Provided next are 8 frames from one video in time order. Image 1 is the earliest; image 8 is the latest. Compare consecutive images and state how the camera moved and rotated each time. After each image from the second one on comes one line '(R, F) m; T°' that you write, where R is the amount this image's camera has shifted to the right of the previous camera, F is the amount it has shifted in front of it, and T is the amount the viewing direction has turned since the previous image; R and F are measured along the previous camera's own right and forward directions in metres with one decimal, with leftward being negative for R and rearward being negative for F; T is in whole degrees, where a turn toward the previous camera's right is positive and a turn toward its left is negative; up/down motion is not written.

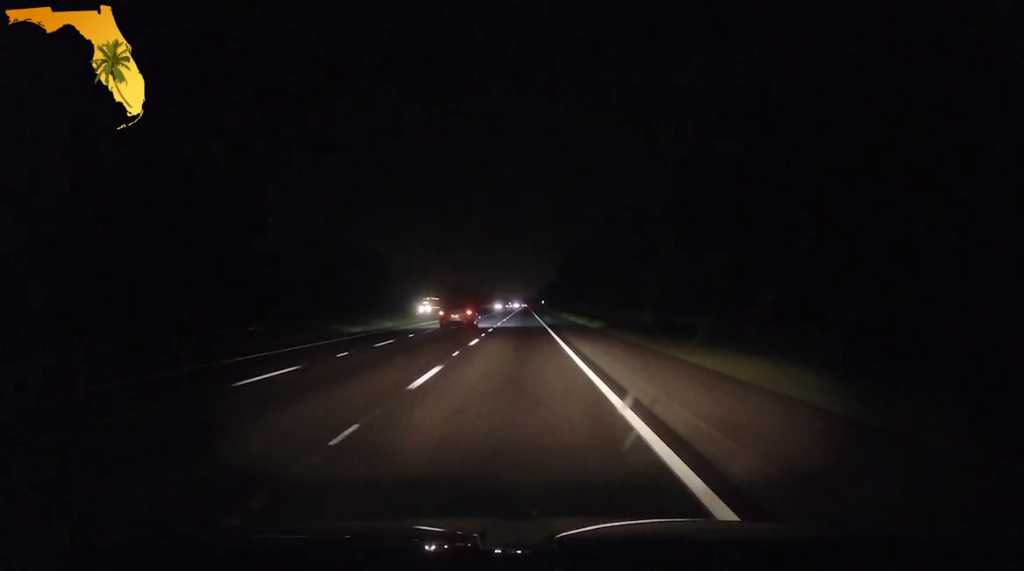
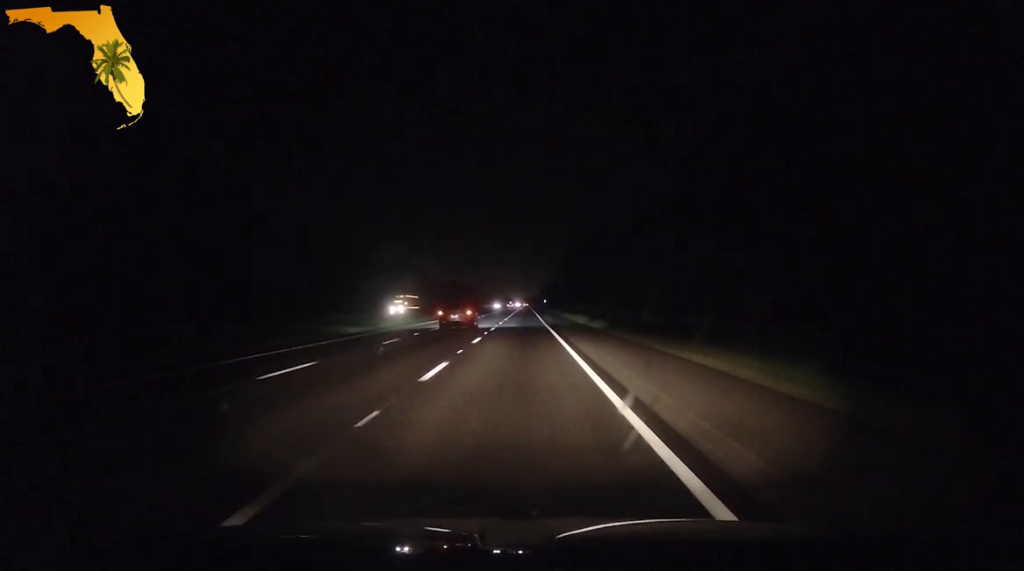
(0.0, +22.8) m; 0°
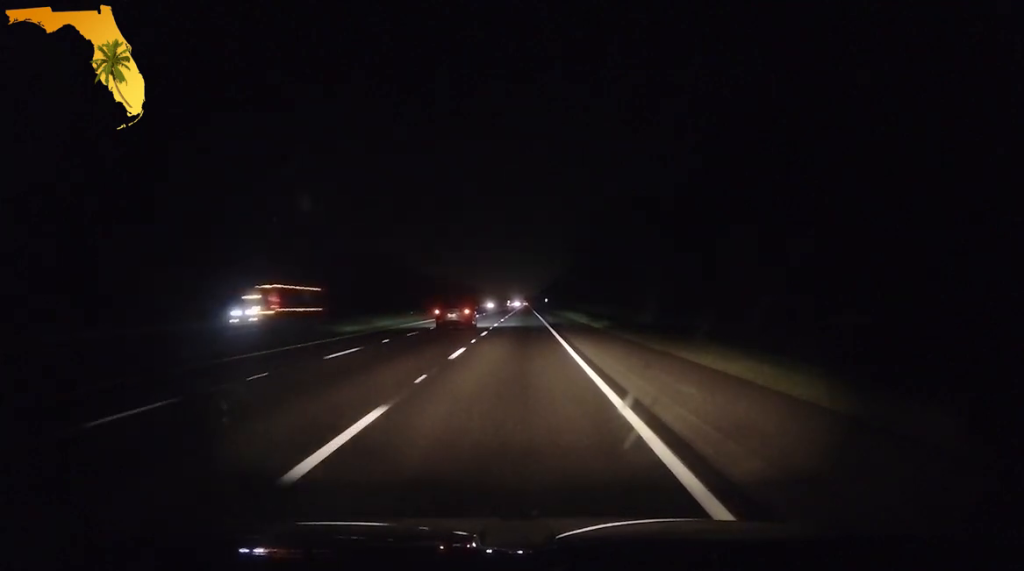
(-0.3, +42.9) m; 0°
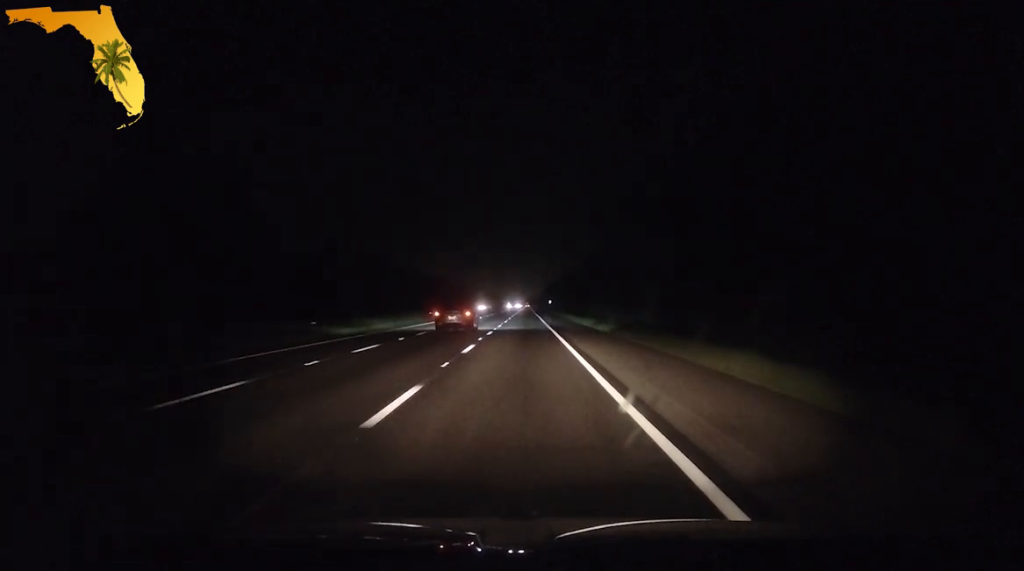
(+0.1, +45.1) m; 0°
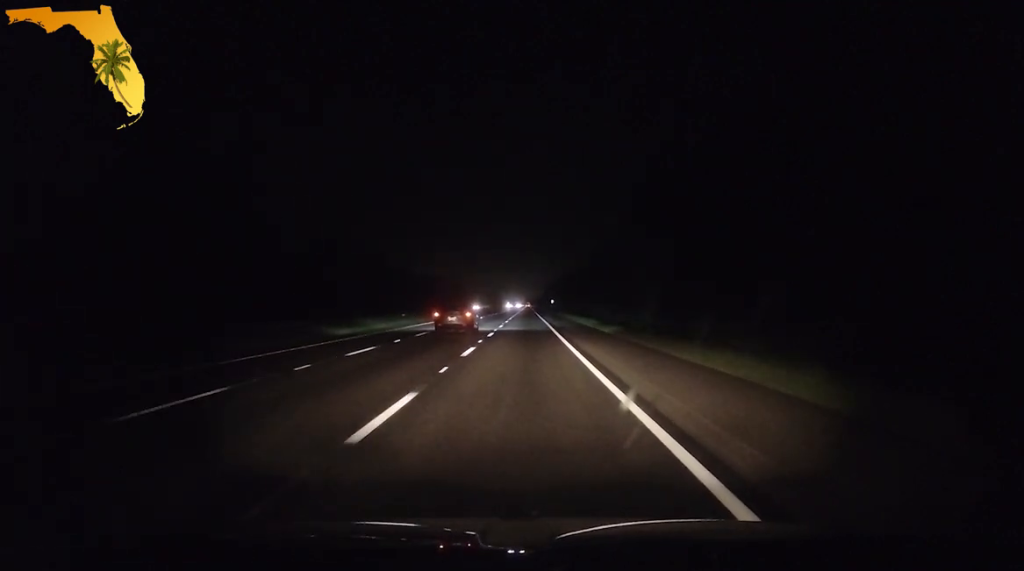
(0.0, +24.7) m; 0°
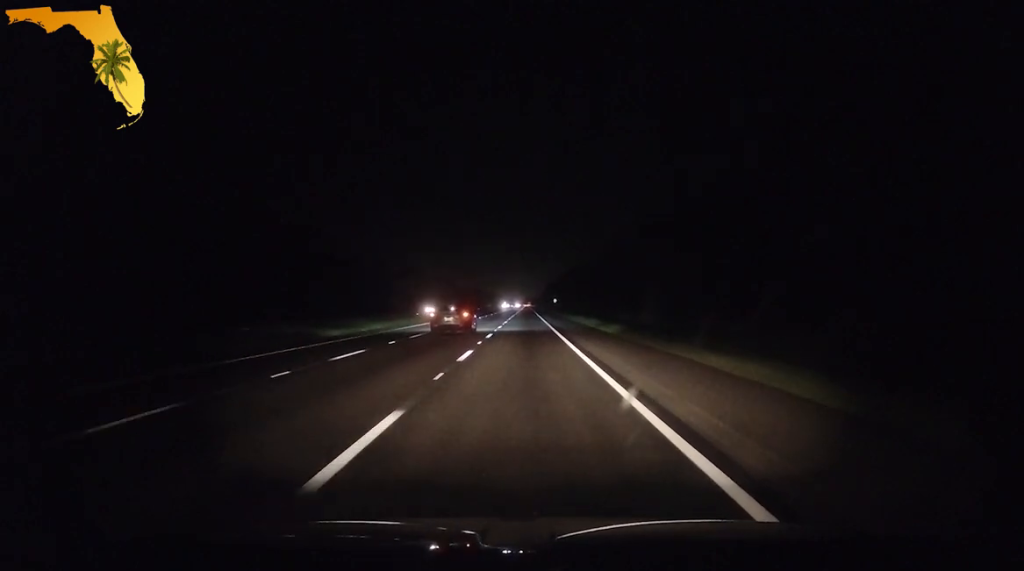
(0.0, +49.1) m; 0°
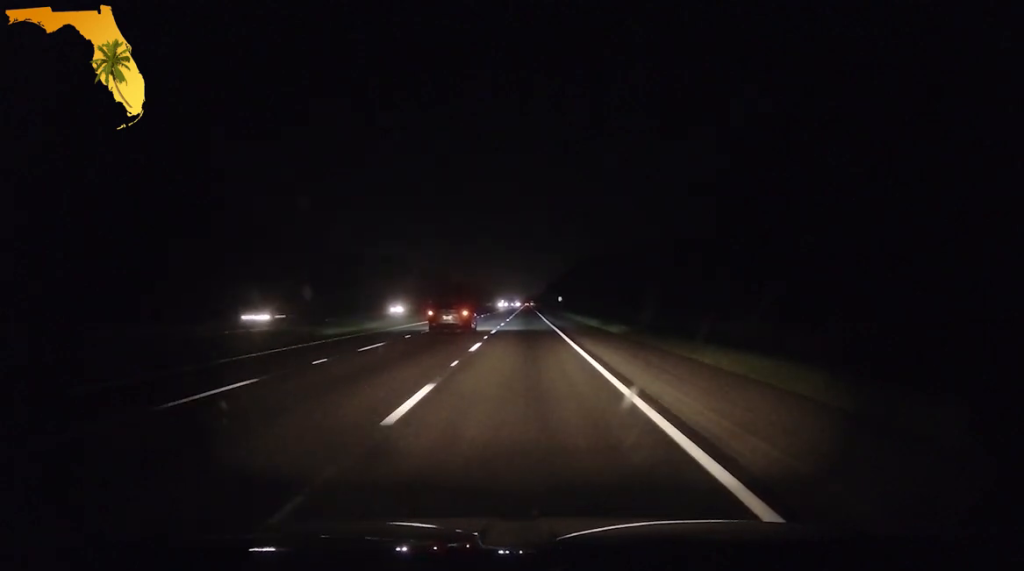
(0.0, +44.9) m; 0°
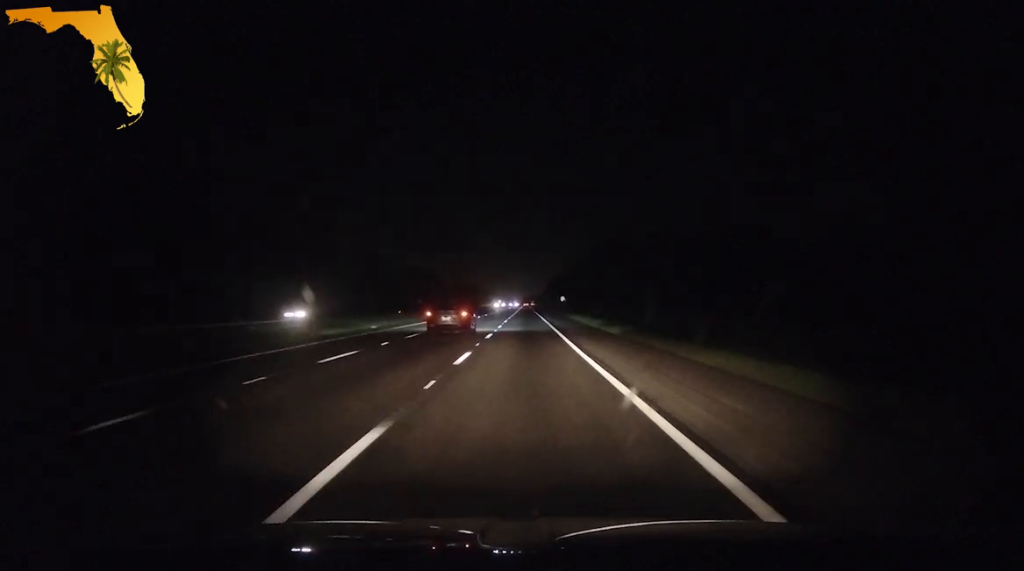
(0.0, +27.9) m; 0°
